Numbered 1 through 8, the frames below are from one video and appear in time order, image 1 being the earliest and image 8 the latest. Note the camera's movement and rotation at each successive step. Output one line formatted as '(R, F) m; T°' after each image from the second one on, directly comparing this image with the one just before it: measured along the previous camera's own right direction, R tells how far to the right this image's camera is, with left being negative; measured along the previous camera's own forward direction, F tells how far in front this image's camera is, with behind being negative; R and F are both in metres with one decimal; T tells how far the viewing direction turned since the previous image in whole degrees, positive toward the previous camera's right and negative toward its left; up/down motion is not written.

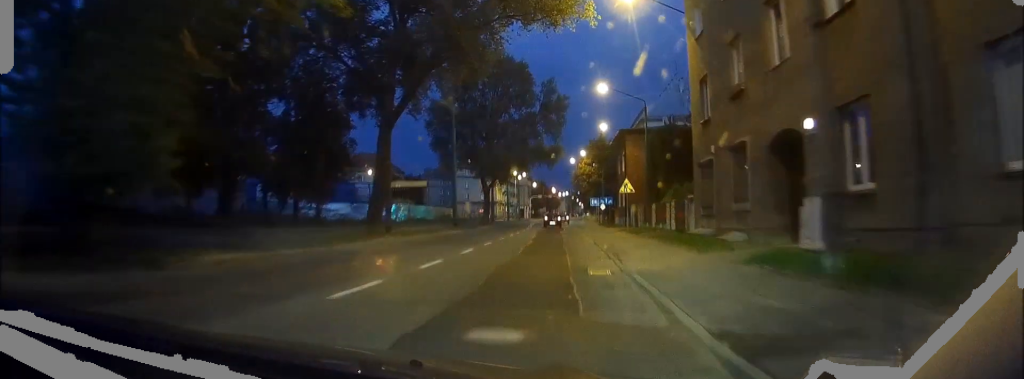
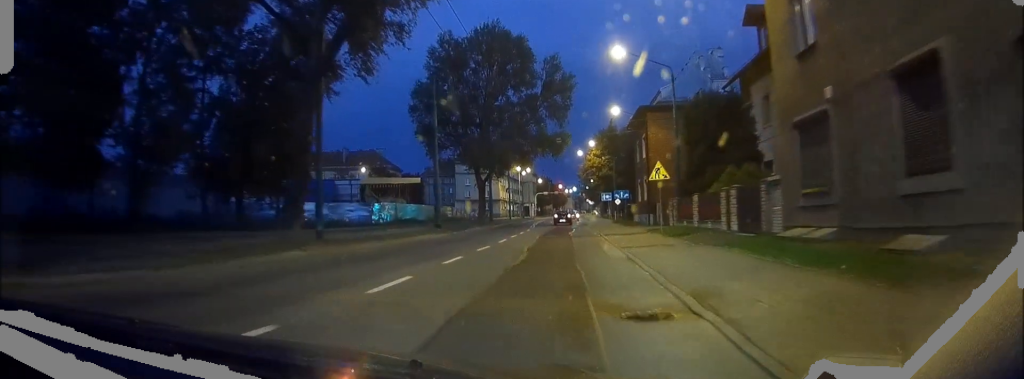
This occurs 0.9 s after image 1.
(+0.1, +11.2) m; +1°
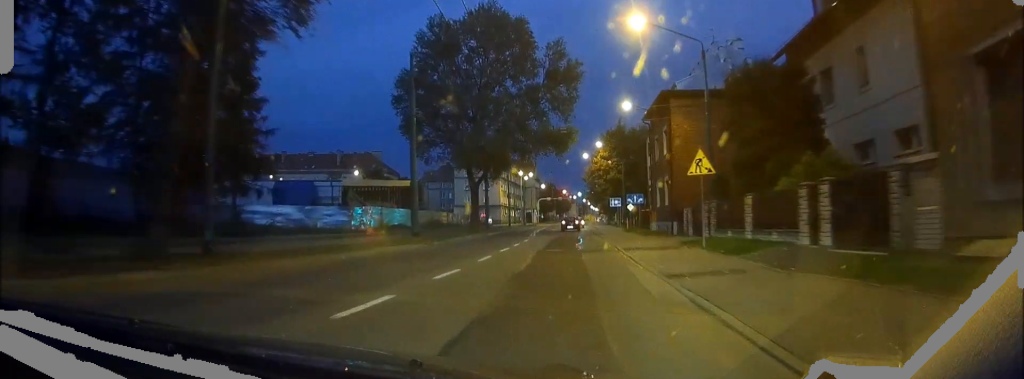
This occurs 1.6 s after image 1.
(0.0, +8.4) m; 0°
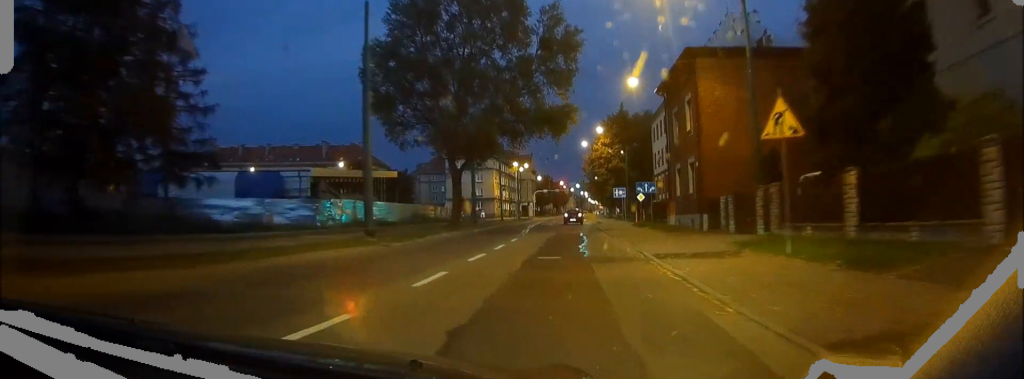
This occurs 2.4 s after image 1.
(0.0, +8.7) m; 0°
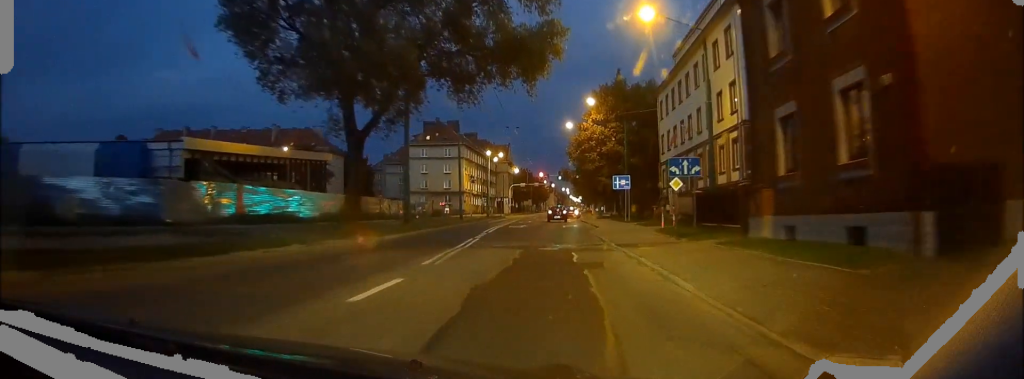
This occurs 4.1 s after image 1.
(-0.2, +20.4) m; 0°
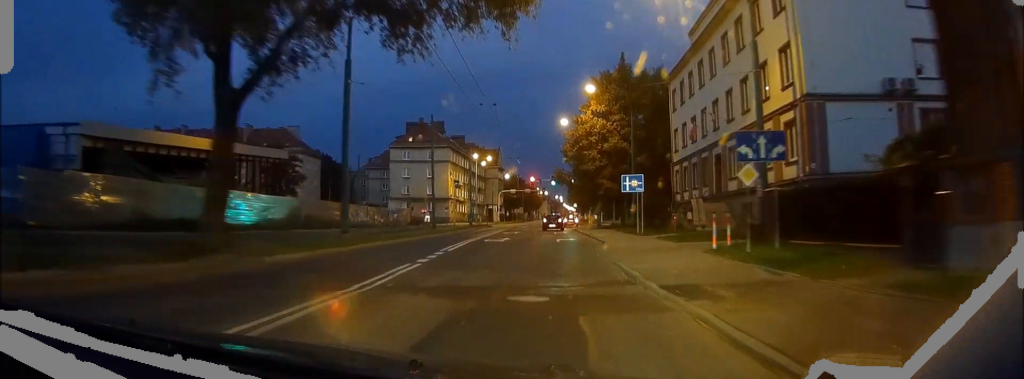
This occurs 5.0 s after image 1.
(+0.3, +11.0) m; +1°
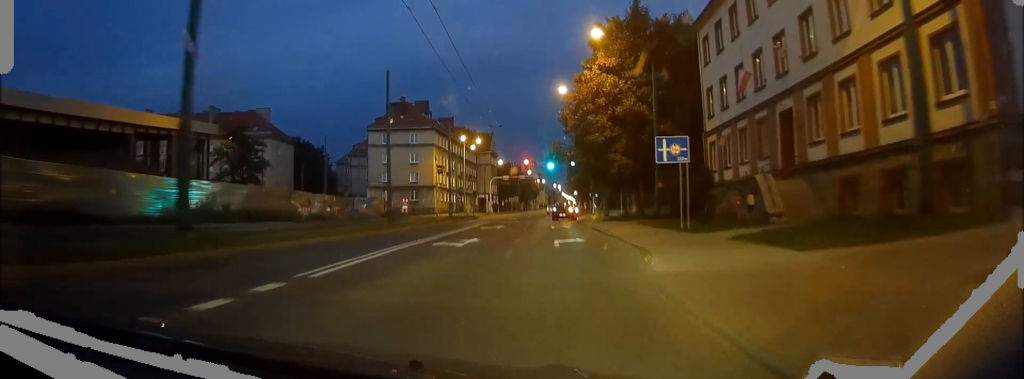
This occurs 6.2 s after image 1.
(-0.2, +13.5) m; -2°
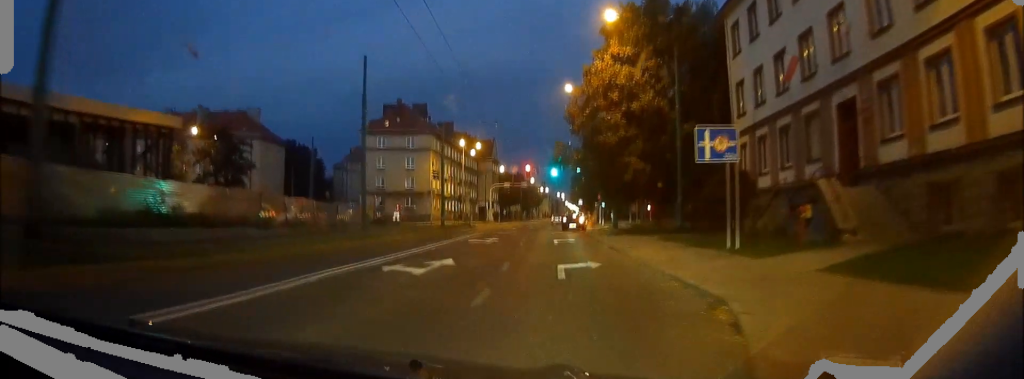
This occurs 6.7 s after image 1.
(-0.1, +6.1) m; -1°
